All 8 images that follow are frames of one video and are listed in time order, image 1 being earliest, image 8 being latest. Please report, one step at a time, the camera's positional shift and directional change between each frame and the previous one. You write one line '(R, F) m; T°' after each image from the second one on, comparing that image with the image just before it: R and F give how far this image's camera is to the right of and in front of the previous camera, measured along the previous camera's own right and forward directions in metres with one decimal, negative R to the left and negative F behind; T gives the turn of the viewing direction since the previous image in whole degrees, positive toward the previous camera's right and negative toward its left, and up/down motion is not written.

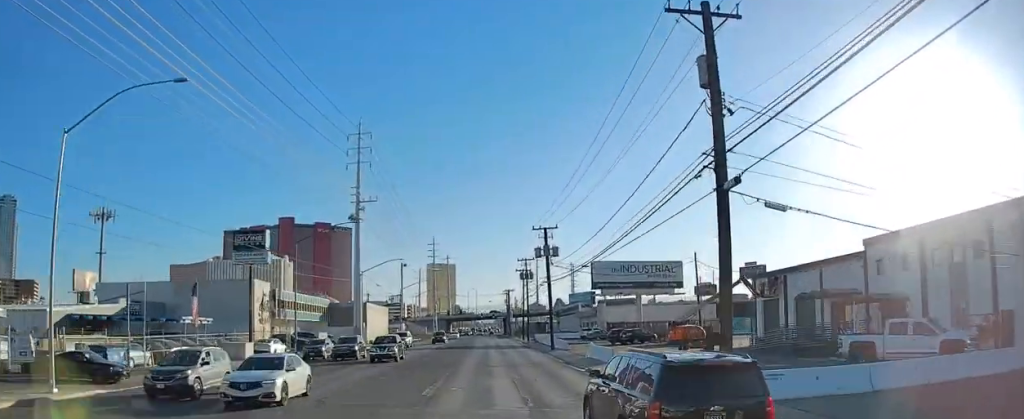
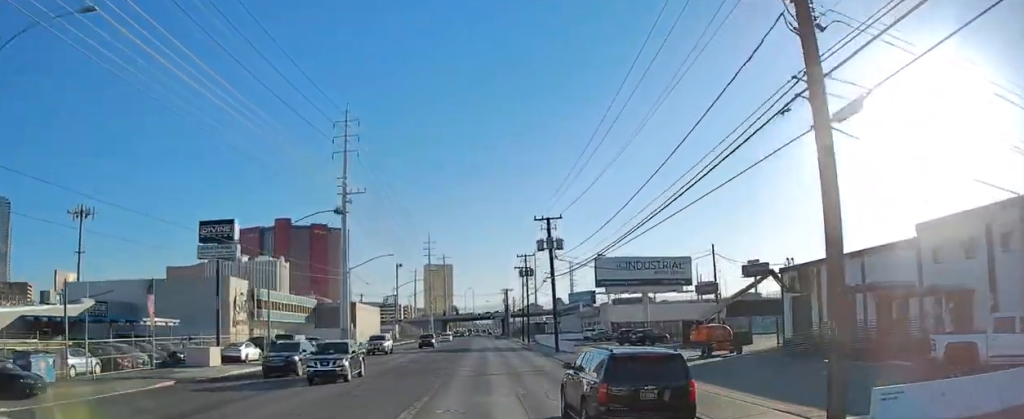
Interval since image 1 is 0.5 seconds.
(+0.1, +6.7) m; 0°
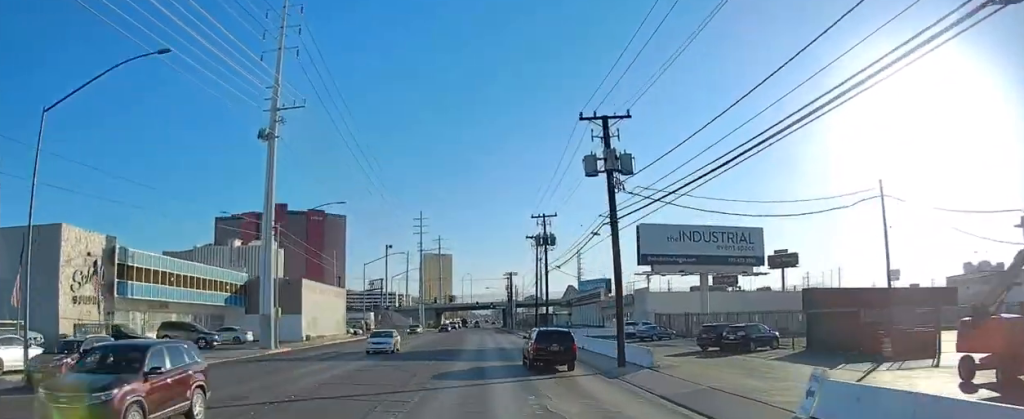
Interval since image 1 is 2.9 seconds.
(-0.1, +28.2) m; +1°
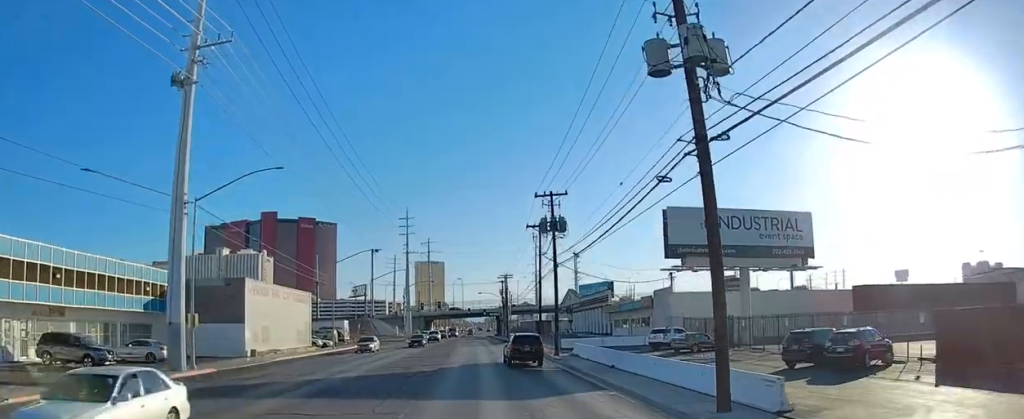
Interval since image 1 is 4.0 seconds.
(+0.4, +14.4) m; +1°
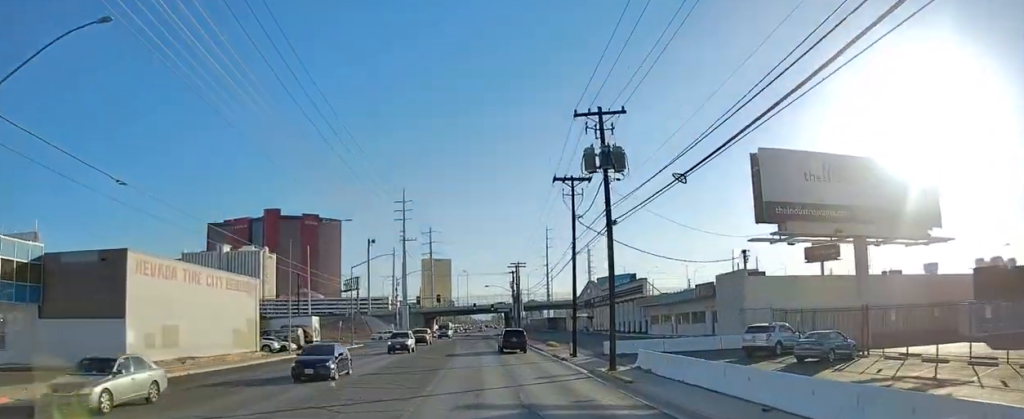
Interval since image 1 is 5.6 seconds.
(-0.1, +19.1) m; 0°
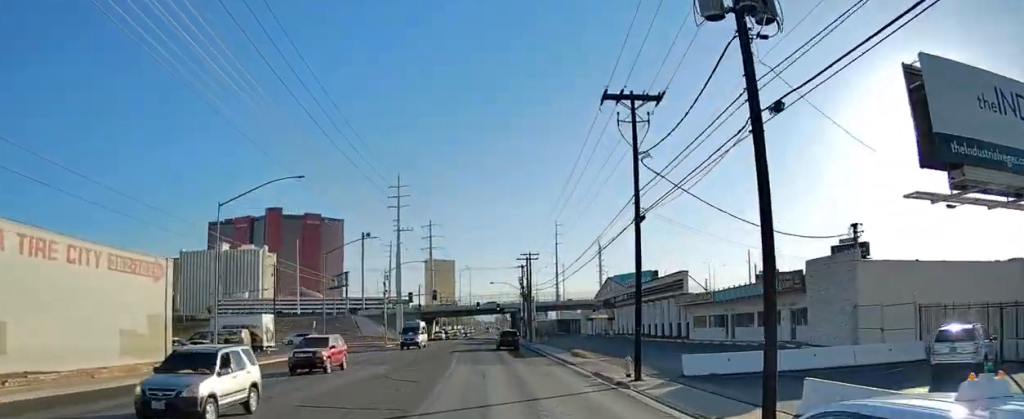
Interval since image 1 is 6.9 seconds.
(+0.1, +15.7) m; 0°
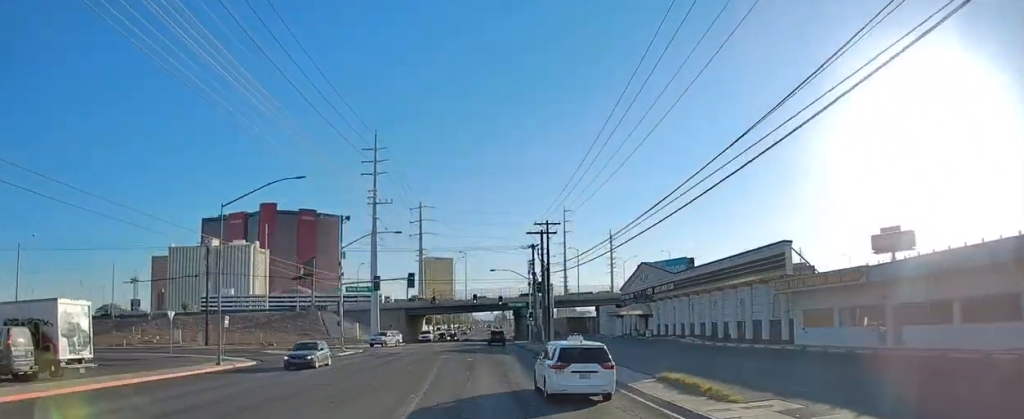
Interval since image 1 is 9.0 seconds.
(-0.1, +25.2) m; 0°
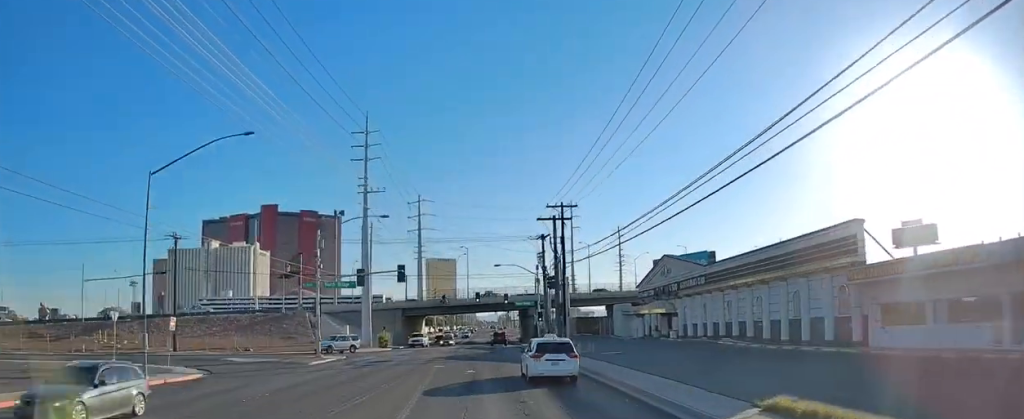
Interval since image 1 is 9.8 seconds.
(0.0, +9.6) m; 0°
